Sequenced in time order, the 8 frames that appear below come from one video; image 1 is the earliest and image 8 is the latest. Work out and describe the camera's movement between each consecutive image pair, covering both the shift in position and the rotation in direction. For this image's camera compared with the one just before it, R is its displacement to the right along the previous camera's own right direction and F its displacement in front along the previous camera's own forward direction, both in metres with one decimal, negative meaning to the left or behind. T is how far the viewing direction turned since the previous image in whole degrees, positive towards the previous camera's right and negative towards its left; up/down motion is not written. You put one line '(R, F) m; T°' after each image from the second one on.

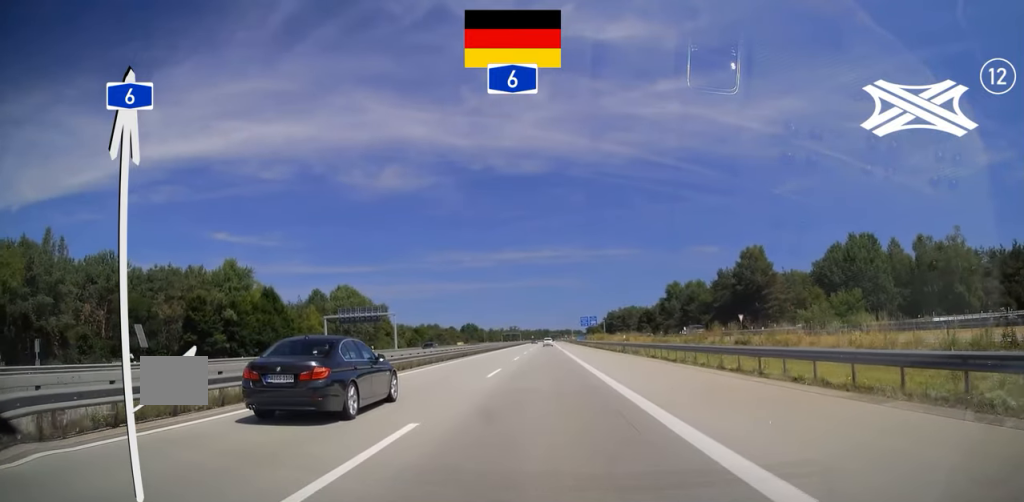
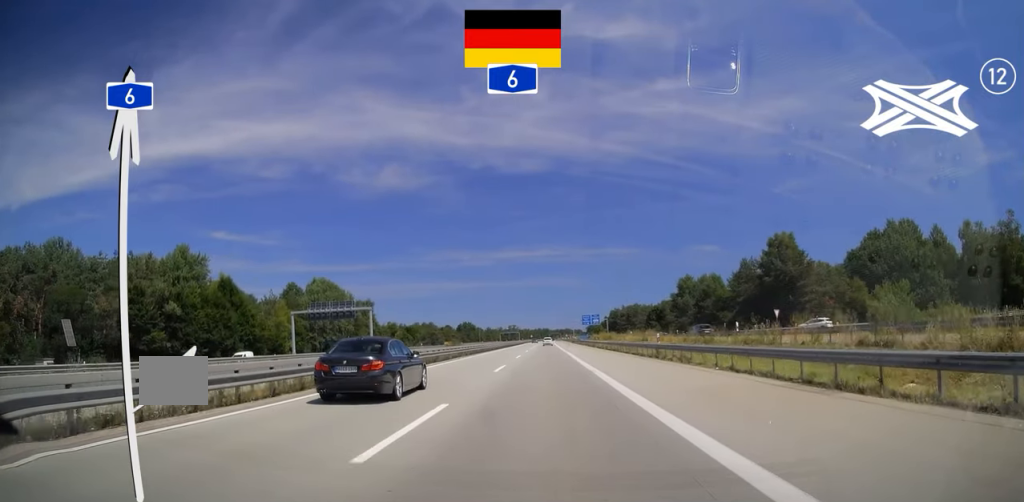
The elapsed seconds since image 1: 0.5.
(0.0, +15.3) m; 0°
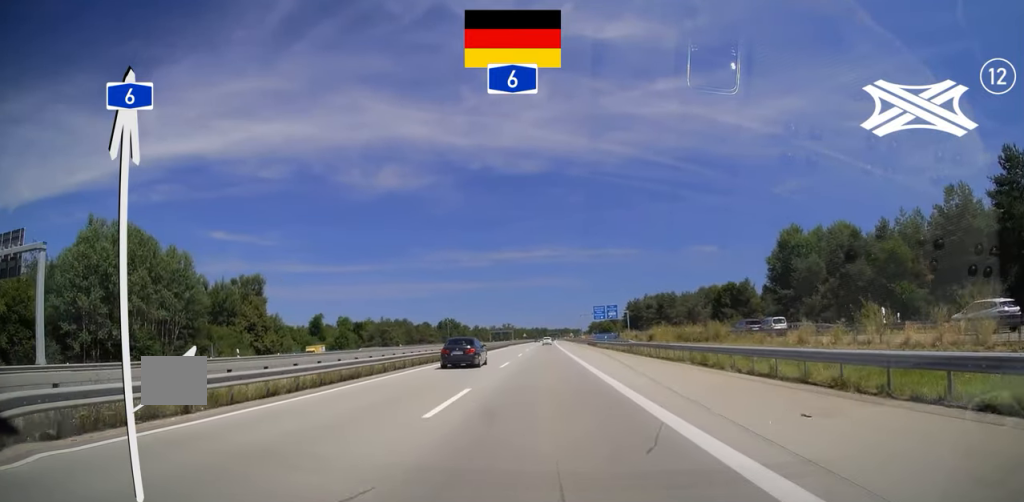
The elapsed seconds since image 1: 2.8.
(+0.8, +68.4) m; +1°
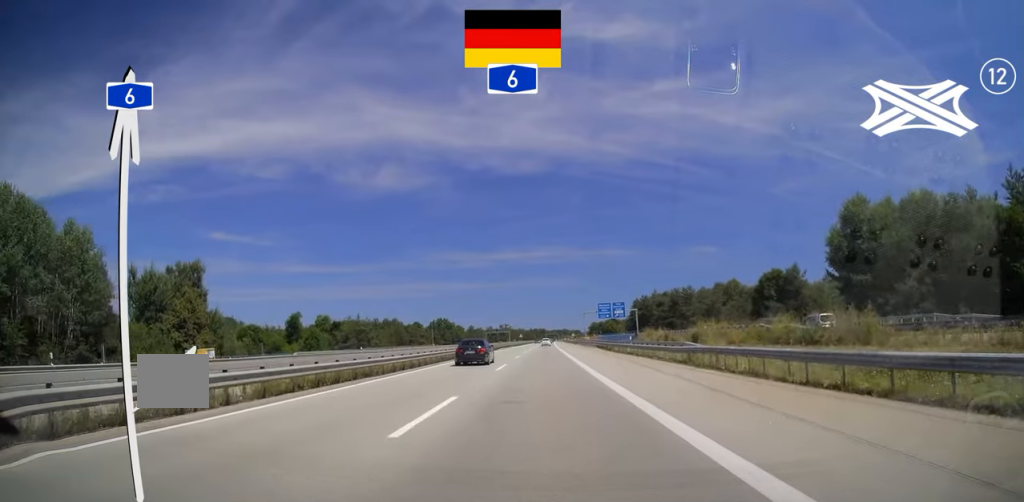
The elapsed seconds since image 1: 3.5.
(-0.3, +20.2) m; 0°
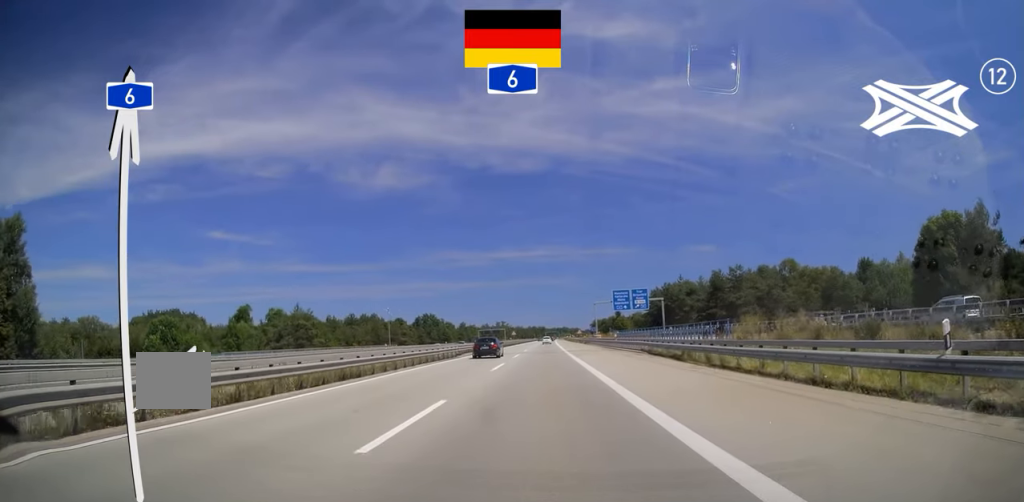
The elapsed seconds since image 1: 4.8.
(-0.1, +37.5) m; +1°
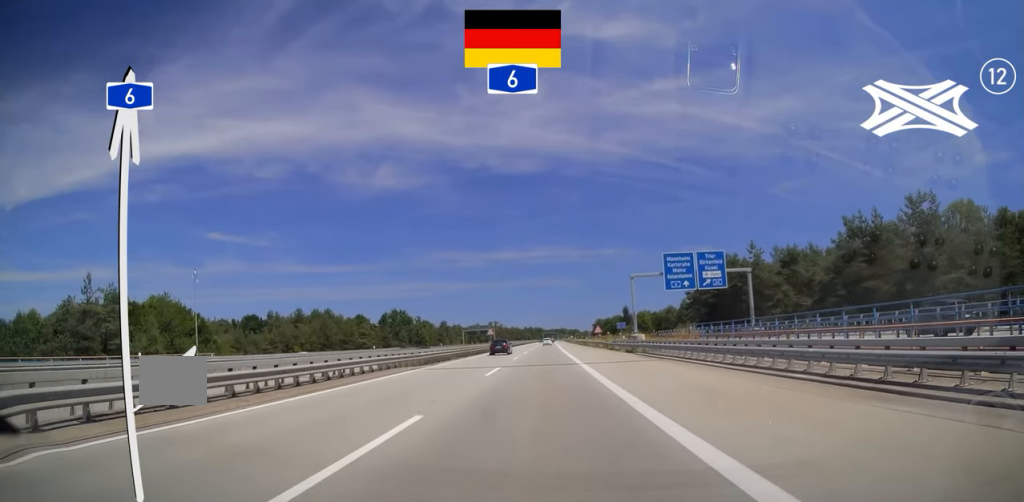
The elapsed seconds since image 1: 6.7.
(0.0, +56.6) m; -1°
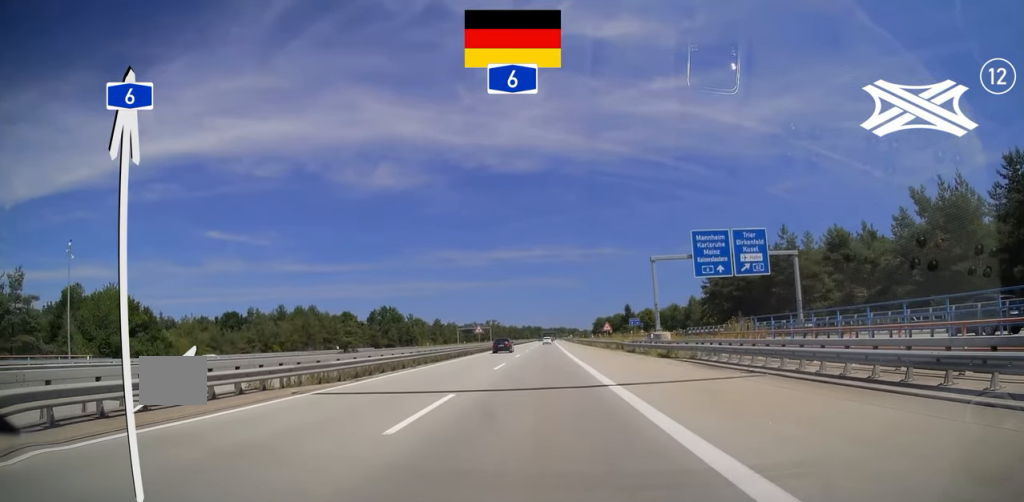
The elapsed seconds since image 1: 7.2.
(0.0, +14.3) m; 0°
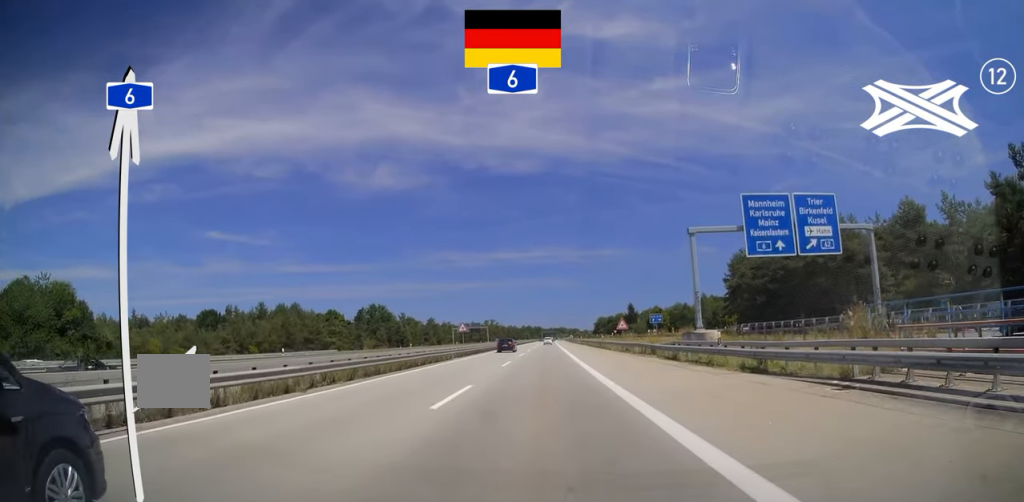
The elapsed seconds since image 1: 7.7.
(-0.1, +14.8) m; 0°
